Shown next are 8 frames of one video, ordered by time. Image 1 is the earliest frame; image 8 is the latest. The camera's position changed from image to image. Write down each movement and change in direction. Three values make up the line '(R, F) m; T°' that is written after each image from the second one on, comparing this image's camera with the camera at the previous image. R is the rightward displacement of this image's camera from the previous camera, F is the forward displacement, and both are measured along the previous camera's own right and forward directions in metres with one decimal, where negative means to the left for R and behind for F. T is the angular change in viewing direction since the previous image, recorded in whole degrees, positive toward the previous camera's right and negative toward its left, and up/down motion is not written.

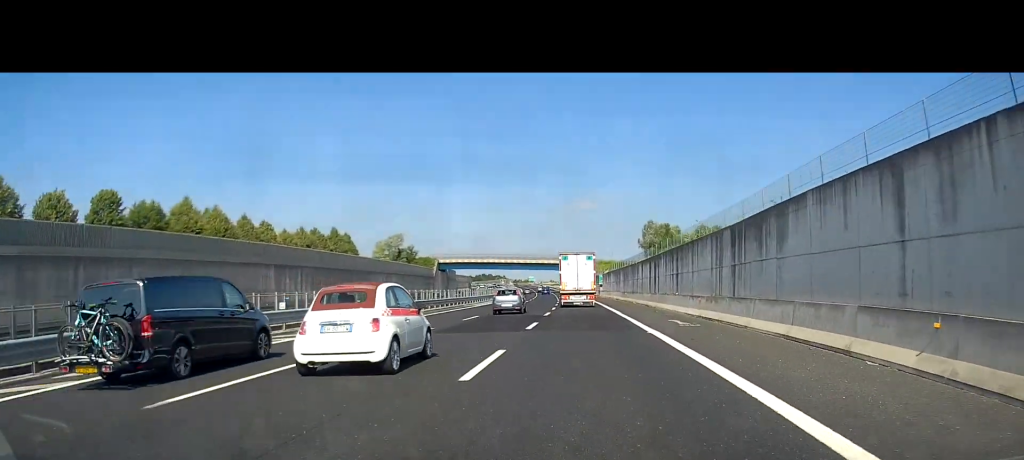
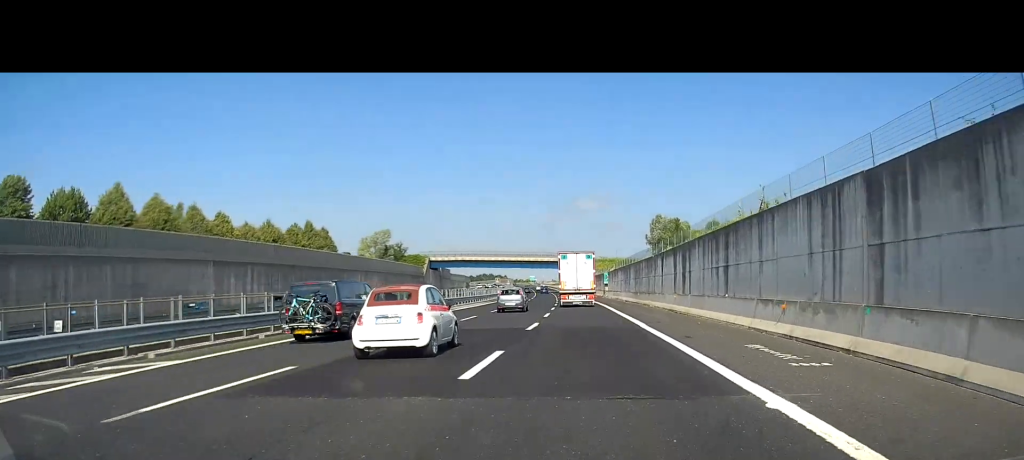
(+0.1, +12.3) m; 0°
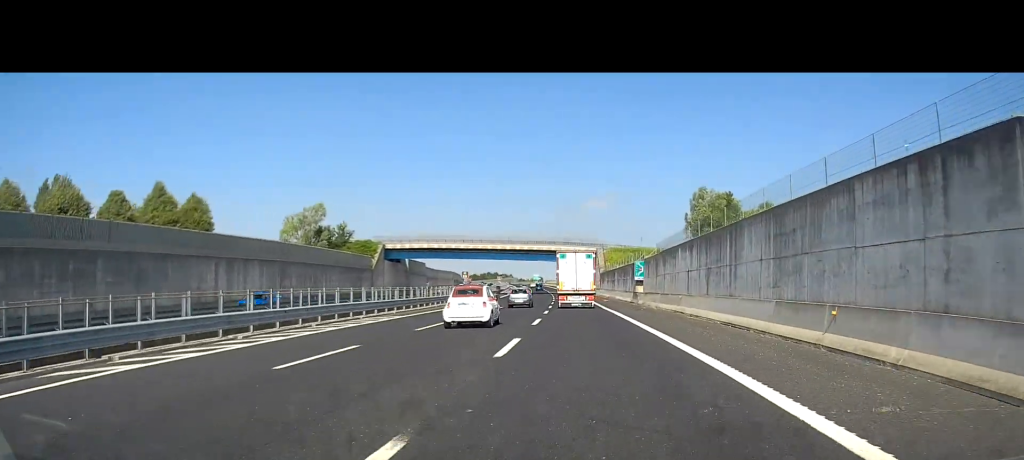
(-1.2, +42.0) m; -2°
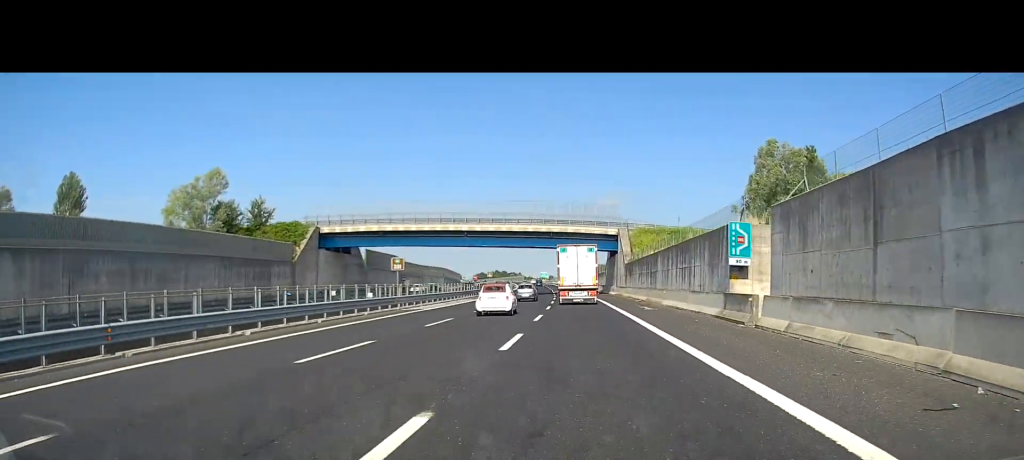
(-0.2, +33.2) m; 0°
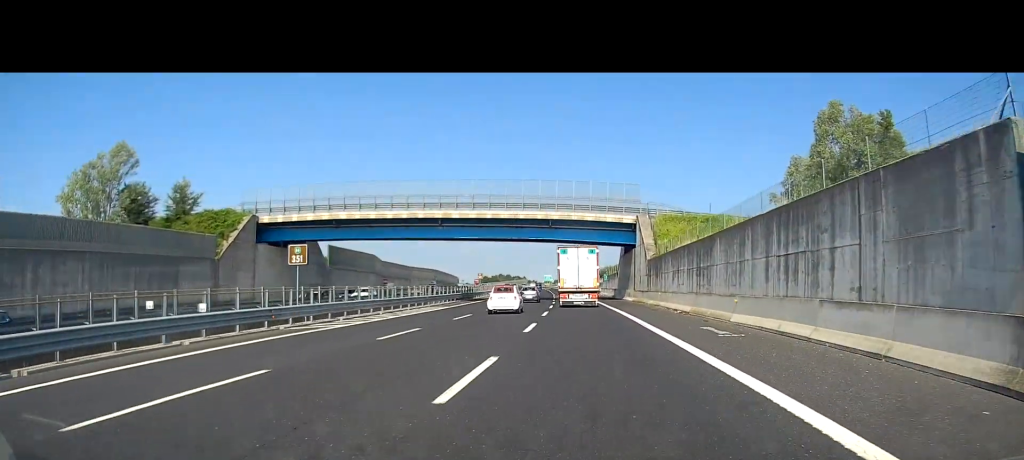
(0.0, +17.4) m; 0°
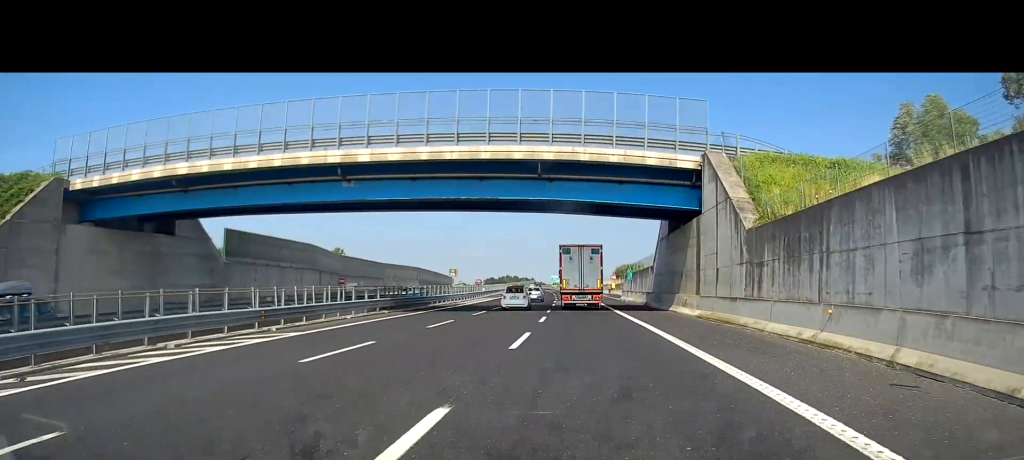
(0.0, +27.8) m; -1°
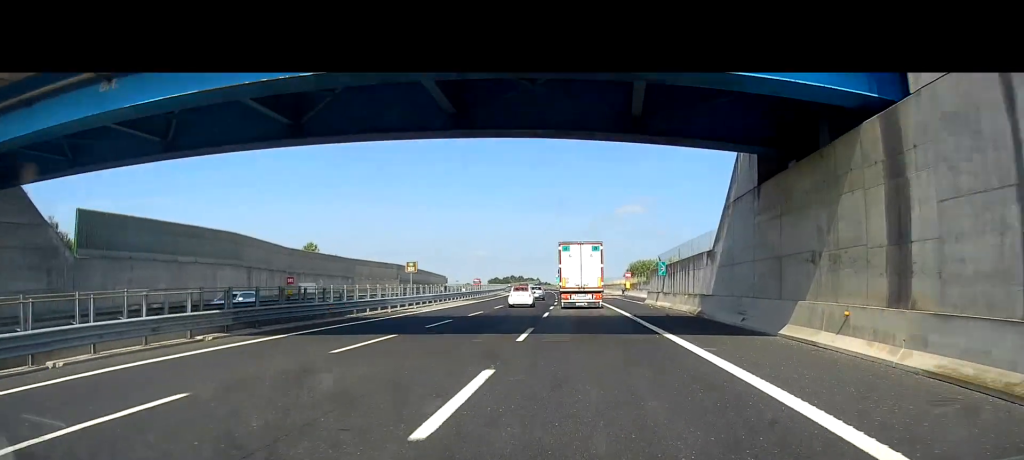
(-0.2, +19.9) m; -1°
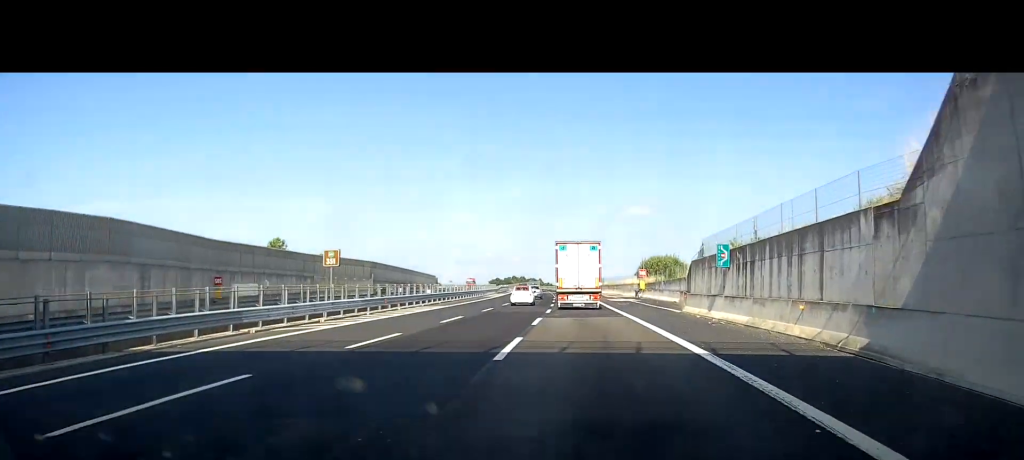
(-0.2, +17.3) m; -1°
